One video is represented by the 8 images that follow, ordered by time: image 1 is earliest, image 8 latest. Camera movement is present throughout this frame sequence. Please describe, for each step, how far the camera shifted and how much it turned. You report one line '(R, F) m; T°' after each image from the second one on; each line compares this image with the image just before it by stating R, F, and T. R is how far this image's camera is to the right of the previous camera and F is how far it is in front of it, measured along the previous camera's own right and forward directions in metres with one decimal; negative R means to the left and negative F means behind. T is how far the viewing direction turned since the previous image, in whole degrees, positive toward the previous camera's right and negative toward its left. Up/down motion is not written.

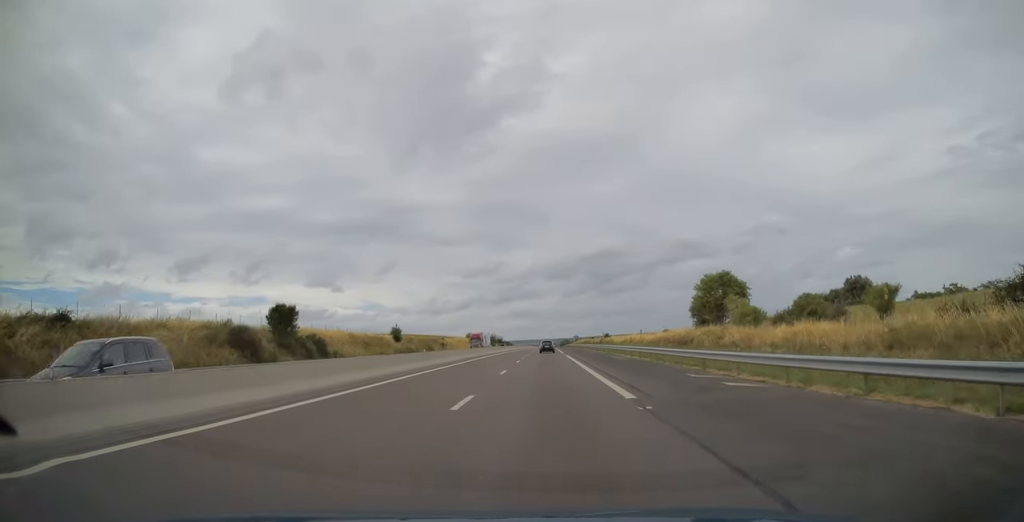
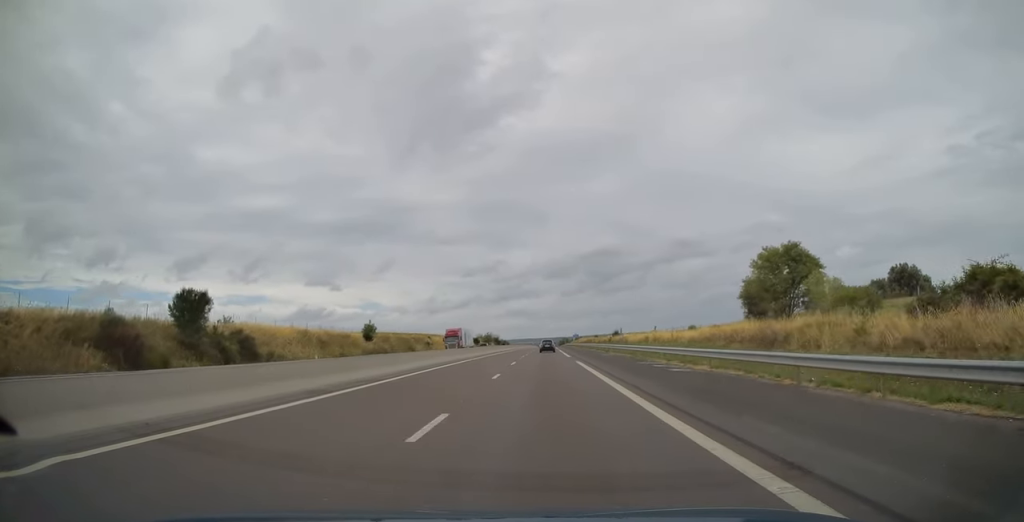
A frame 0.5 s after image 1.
(0.0, +16.7) m; 0°
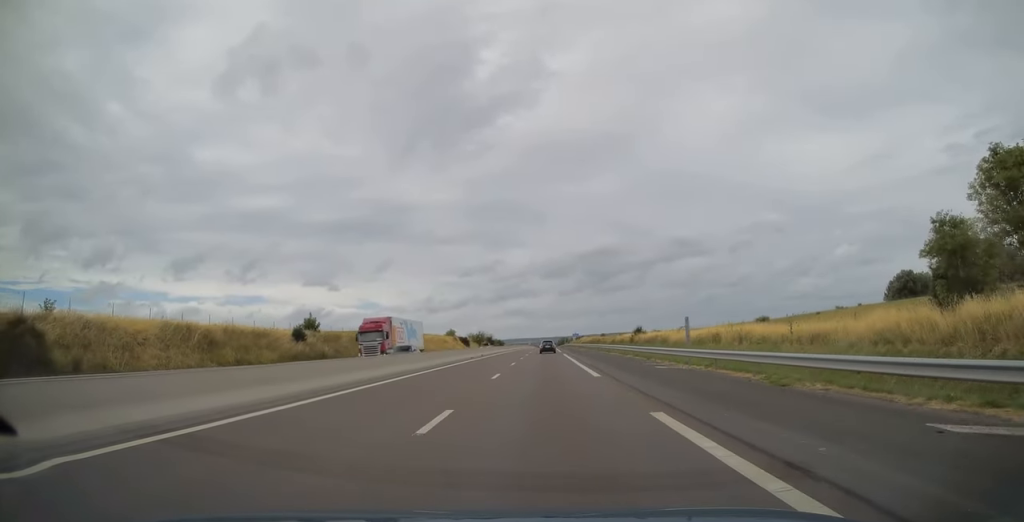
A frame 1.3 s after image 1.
(+0.1, +24.8) m; 0°
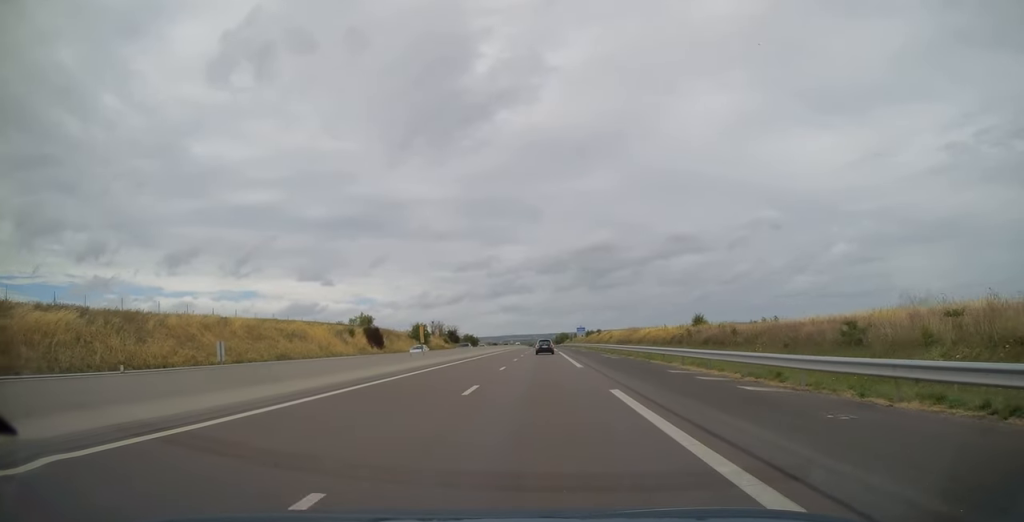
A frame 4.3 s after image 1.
(+0.9, +96.0) m; +1°
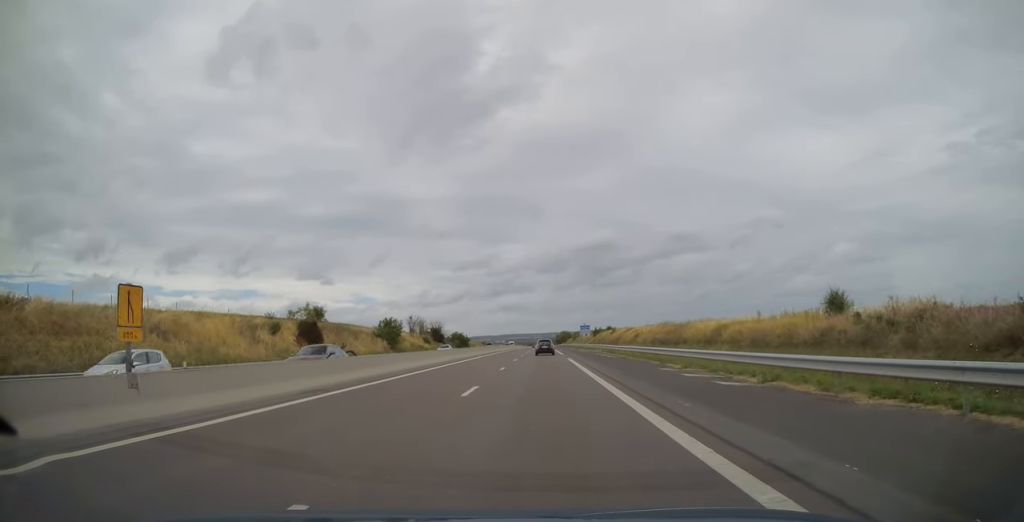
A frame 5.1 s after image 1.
(0.0, +25.9) m; 0°
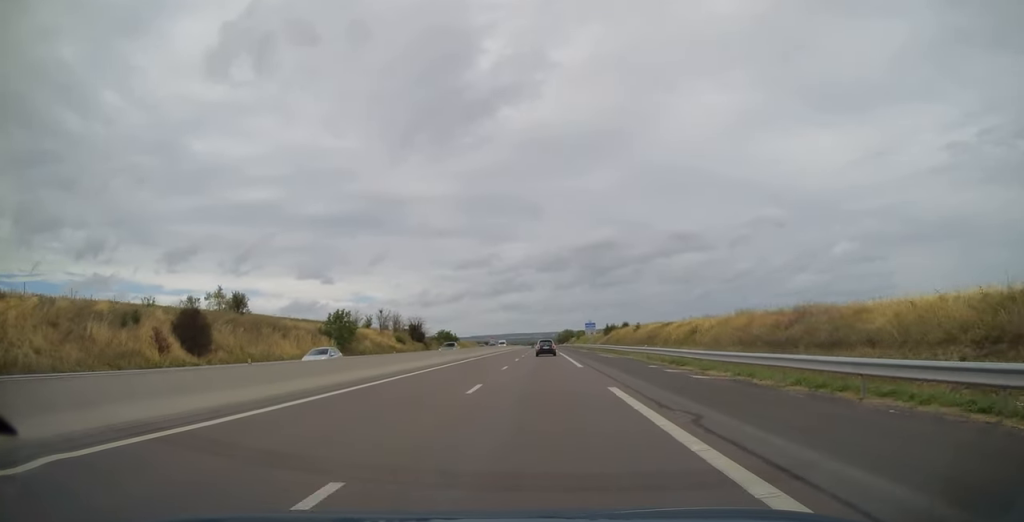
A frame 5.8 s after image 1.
(-0.1, +24.8) m; 0°
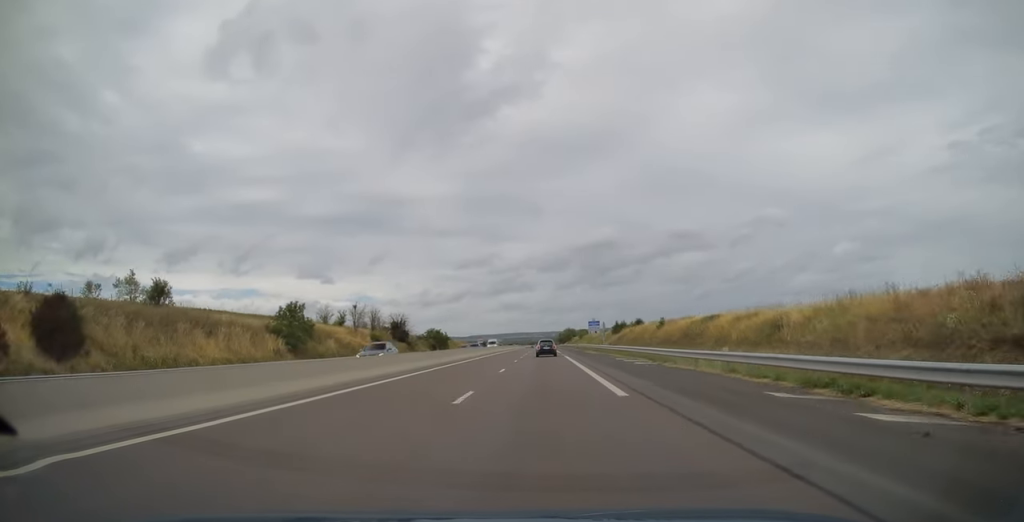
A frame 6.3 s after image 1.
(+0.1, +15.1) m; 0°
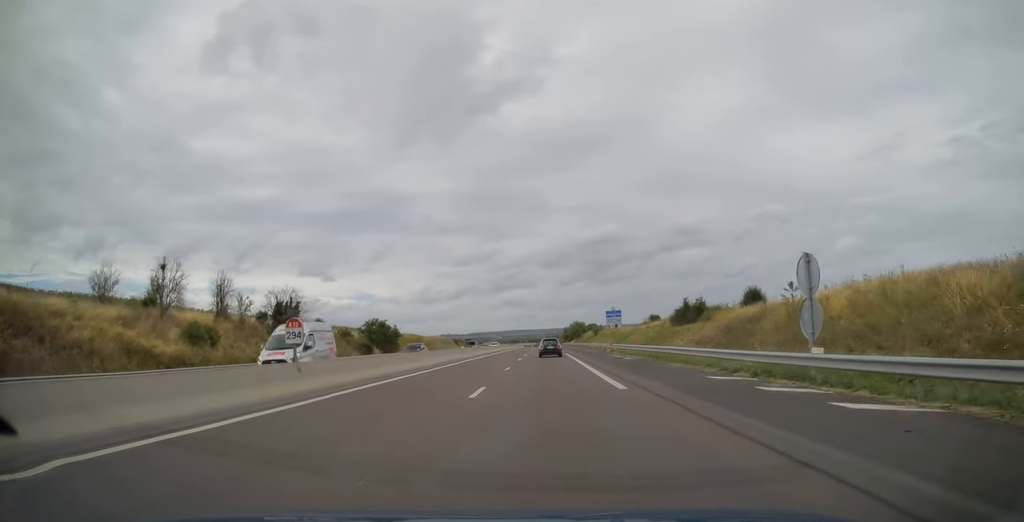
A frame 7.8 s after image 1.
(-0.1, +50.2) m; 0°
